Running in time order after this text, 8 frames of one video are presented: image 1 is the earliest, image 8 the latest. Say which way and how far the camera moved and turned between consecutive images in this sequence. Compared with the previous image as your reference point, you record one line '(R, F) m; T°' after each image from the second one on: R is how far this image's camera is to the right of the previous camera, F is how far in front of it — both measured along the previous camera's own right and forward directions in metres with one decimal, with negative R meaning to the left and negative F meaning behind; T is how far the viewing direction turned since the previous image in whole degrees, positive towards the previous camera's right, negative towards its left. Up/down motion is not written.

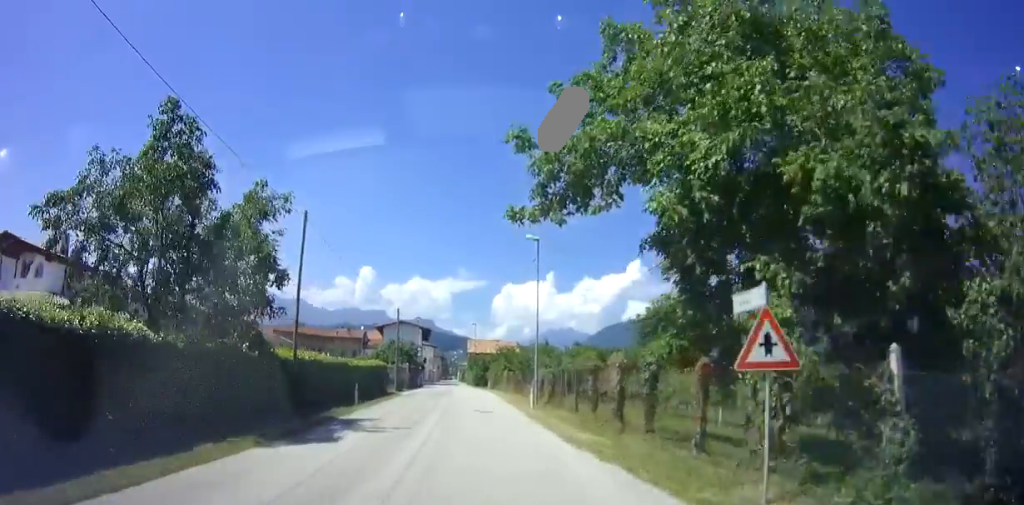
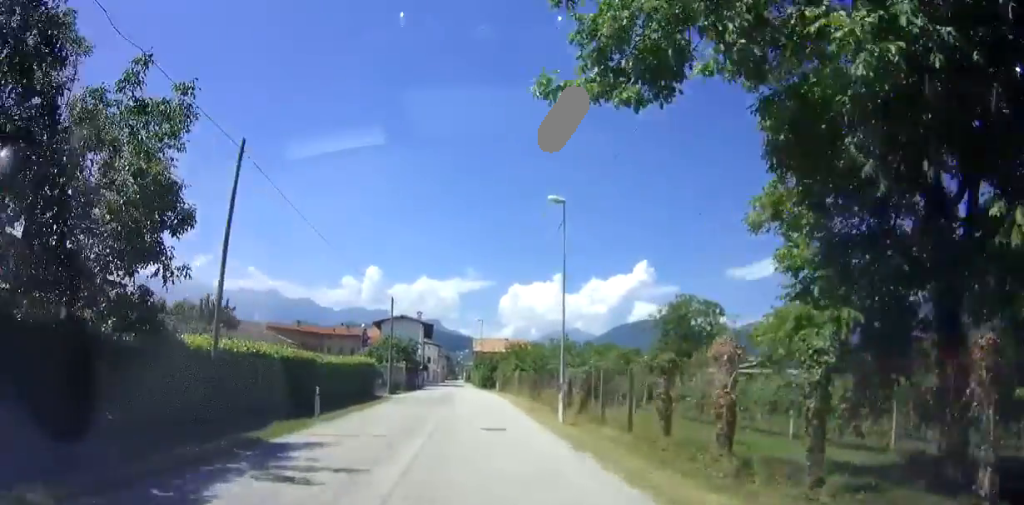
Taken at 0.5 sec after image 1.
(0.0, +6.3) m; 0°
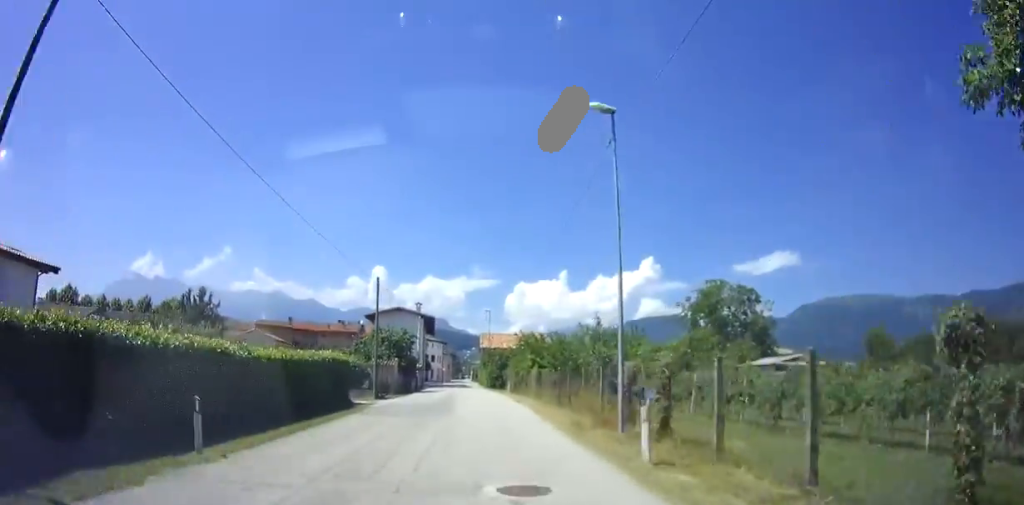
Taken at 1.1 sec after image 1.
(0.0, +7.6) m; 0°
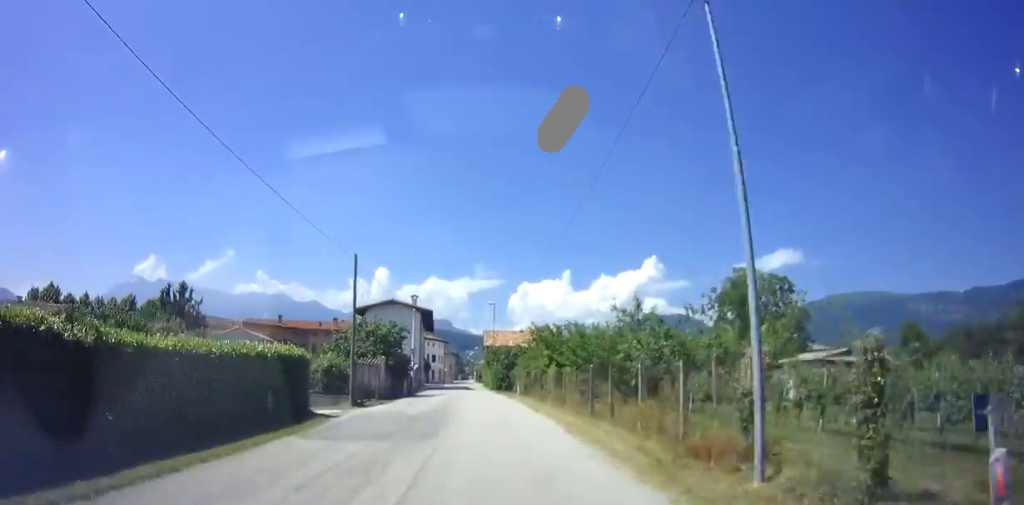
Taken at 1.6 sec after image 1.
(0.0, +6.3) m; 0°
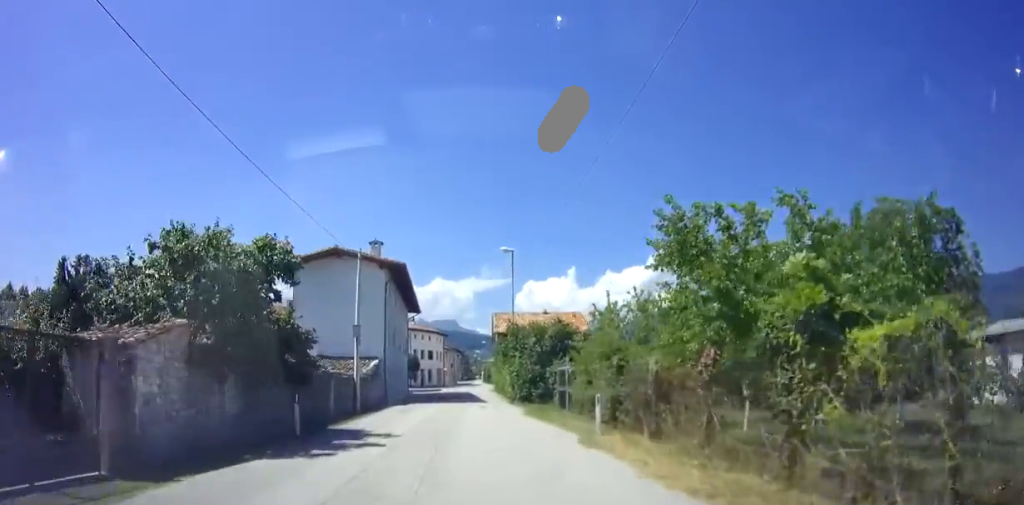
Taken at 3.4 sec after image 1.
(+0.1, +21.7) m; 0°
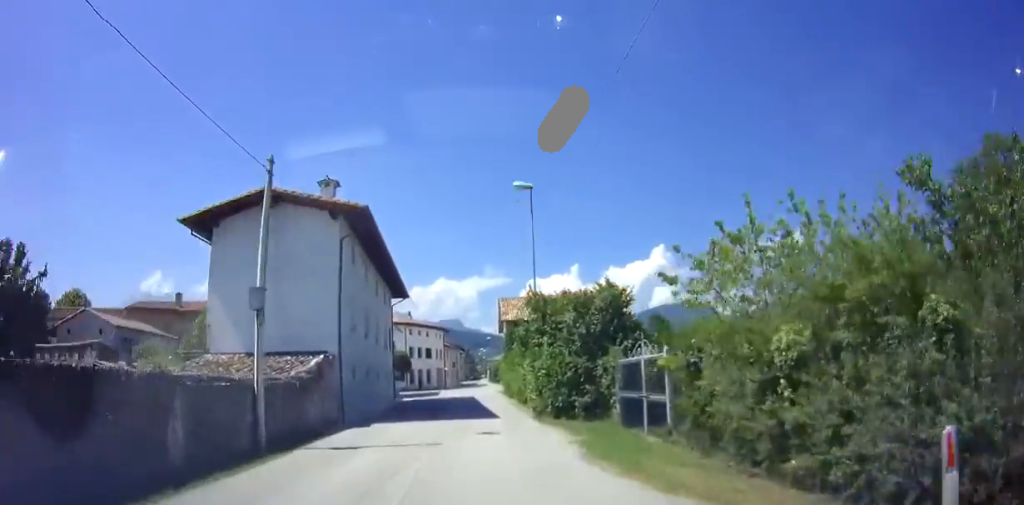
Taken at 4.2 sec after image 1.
(-0.2, +10.1) m; -1°
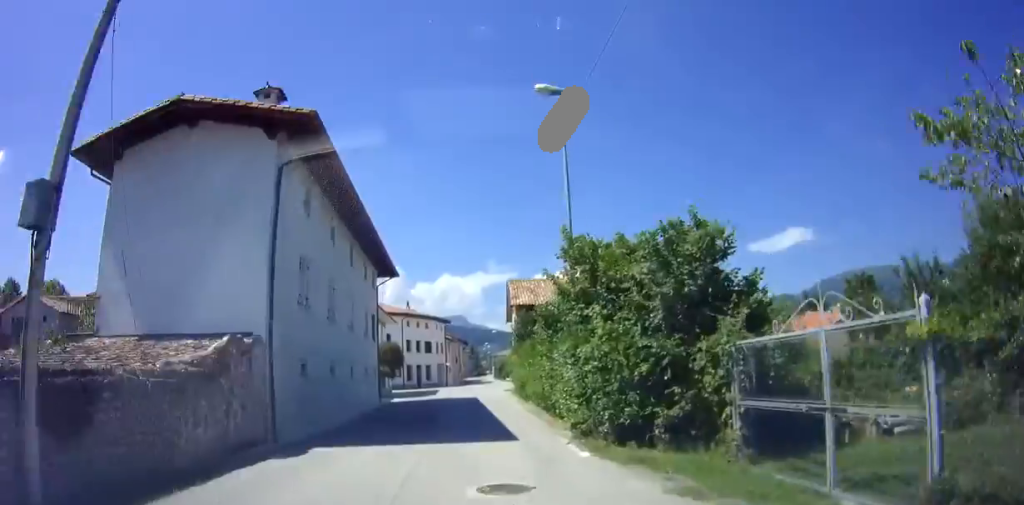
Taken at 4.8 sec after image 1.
(-0.1, +6.8) m; -1°
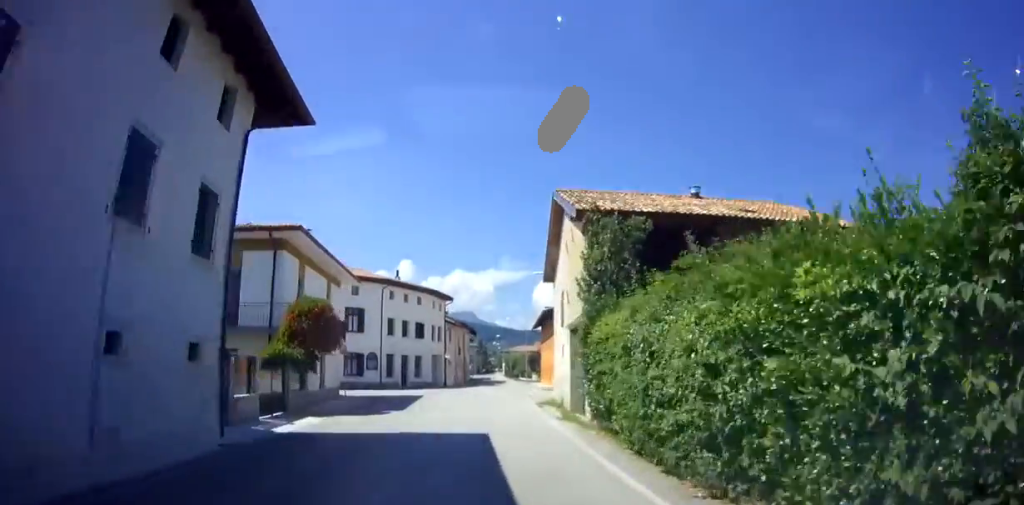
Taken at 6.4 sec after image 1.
(-0.2, +19.7) m; 0°
